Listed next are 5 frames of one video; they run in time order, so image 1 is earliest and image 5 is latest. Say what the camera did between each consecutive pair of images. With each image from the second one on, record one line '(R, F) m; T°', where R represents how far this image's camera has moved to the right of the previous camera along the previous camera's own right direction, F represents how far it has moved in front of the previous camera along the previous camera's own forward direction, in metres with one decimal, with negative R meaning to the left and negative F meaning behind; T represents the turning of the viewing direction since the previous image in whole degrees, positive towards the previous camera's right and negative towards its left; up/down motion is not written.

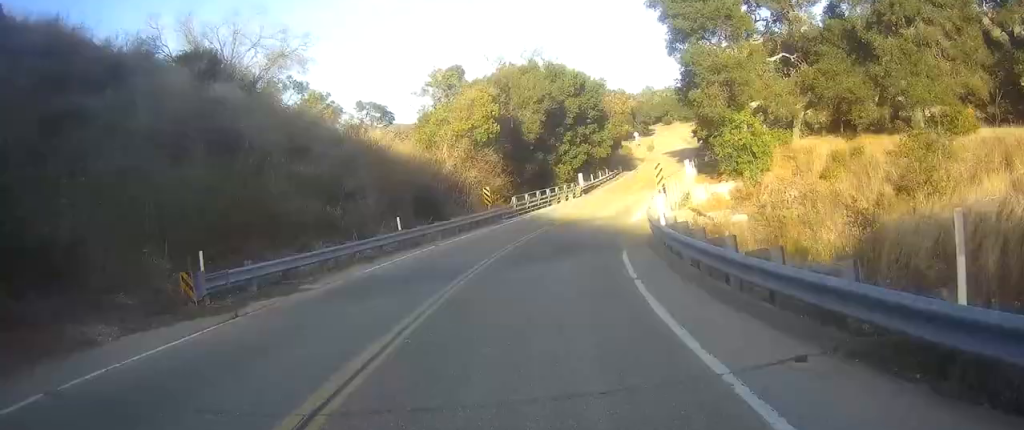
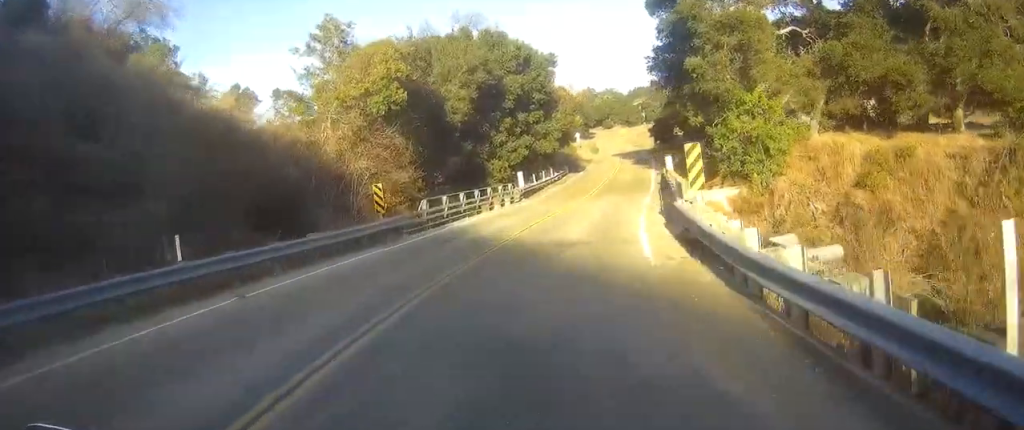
(+0.9, +11.4) m; +6°
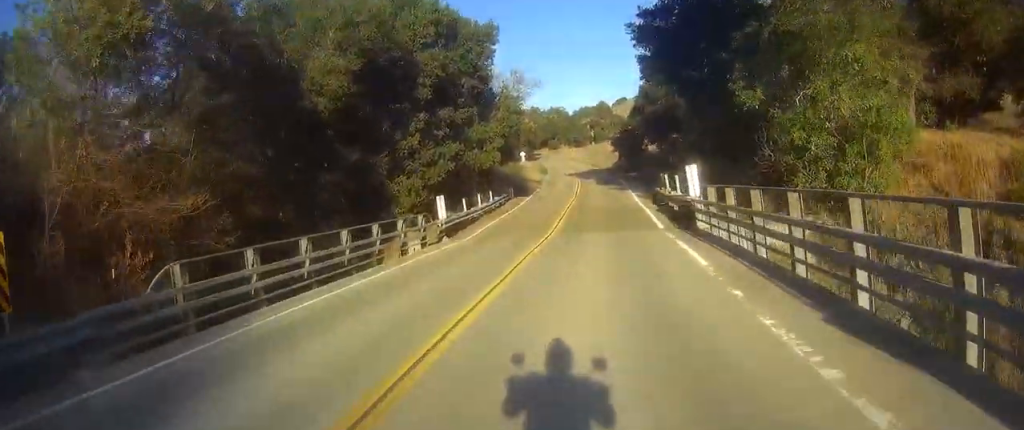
(+0.8, +14.4) m; +8°
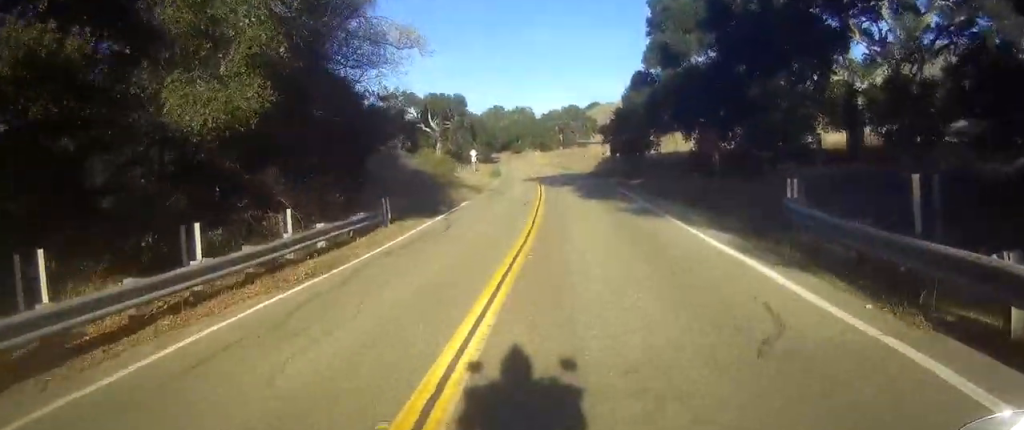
(+2.3, +25.2) m; +6°
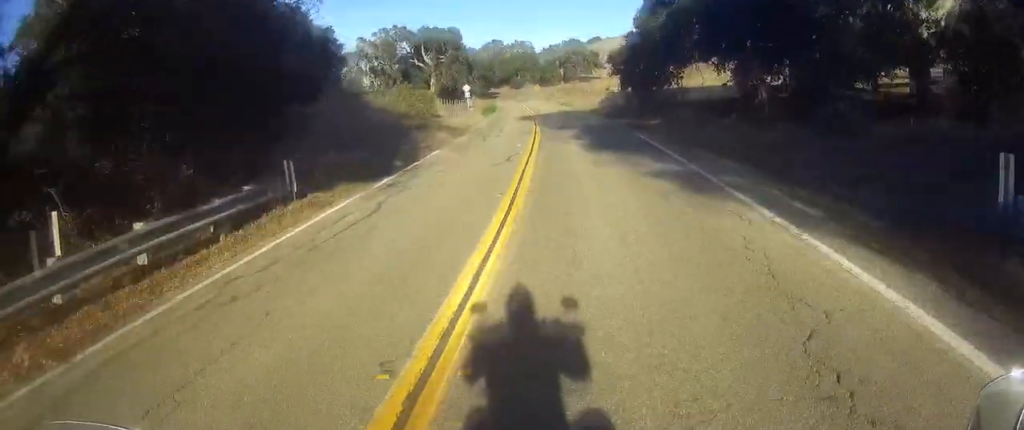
(0.0, +7.3) m; 0°
